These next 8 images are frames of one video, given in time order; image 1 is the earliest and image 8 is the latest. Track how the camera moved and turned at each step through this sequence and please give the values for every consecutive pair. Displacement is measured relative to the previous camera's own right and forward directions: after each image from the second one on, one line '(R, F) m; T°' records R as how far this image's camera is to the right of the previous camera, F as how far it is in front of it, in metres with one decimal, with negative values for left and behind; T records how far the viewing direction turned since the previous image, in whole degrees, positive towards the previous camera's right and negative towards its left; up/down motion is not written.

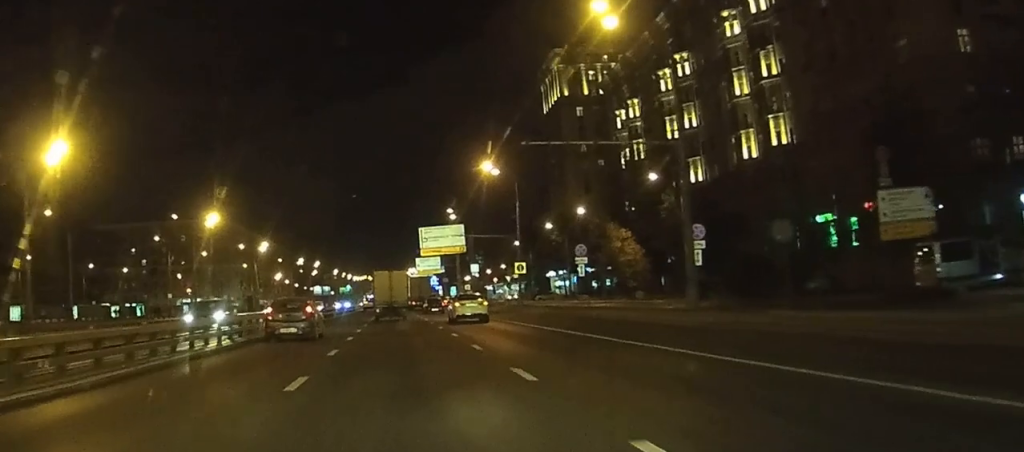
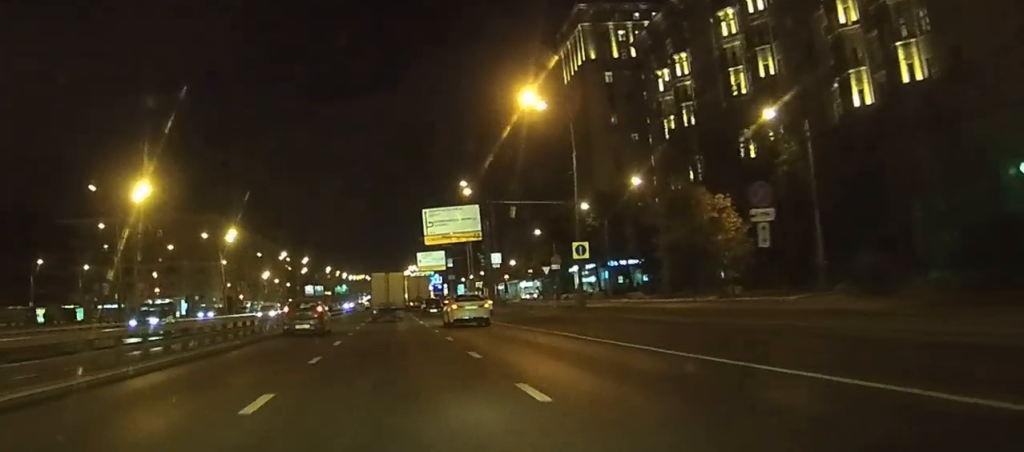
(0.0, +26.1) m; 0°
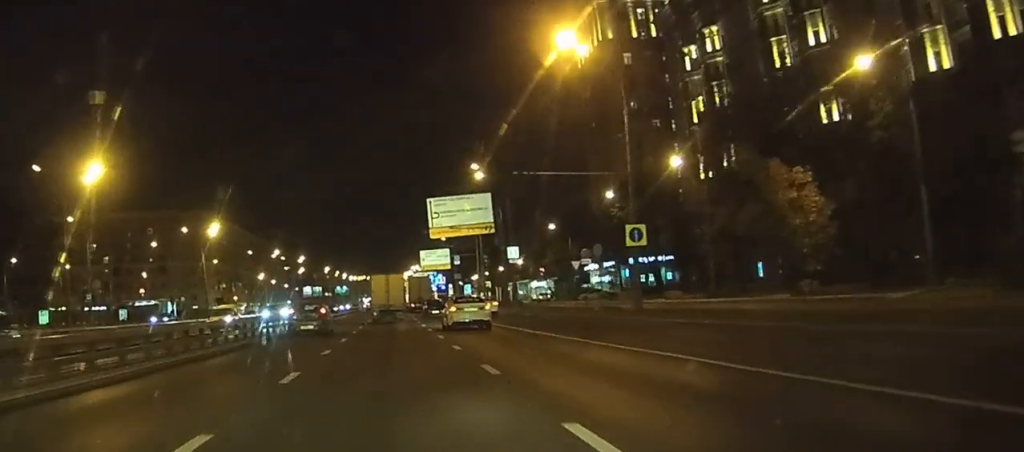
(0.0, +11.8) m; 0°
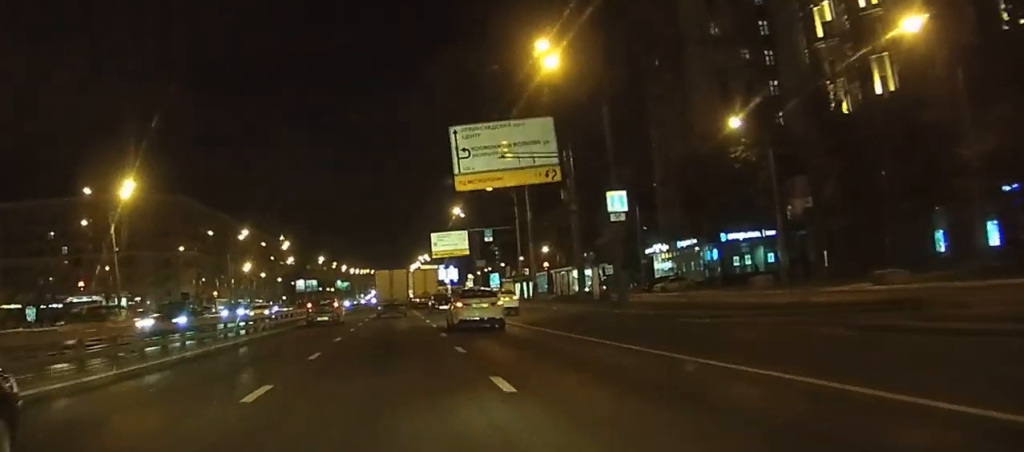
(0.0, +34.7) m; 0°
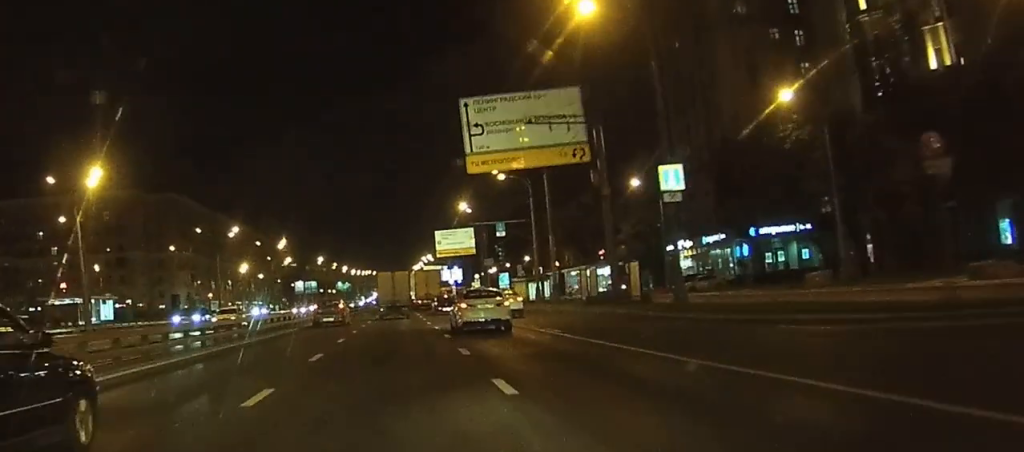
(0.0, +8.0) m; 0°
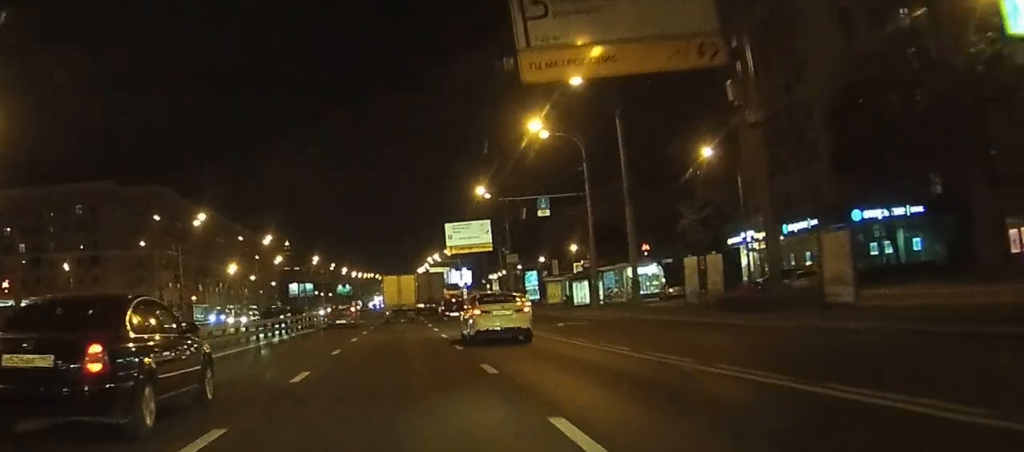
(0.0, +19.7) m; 0°
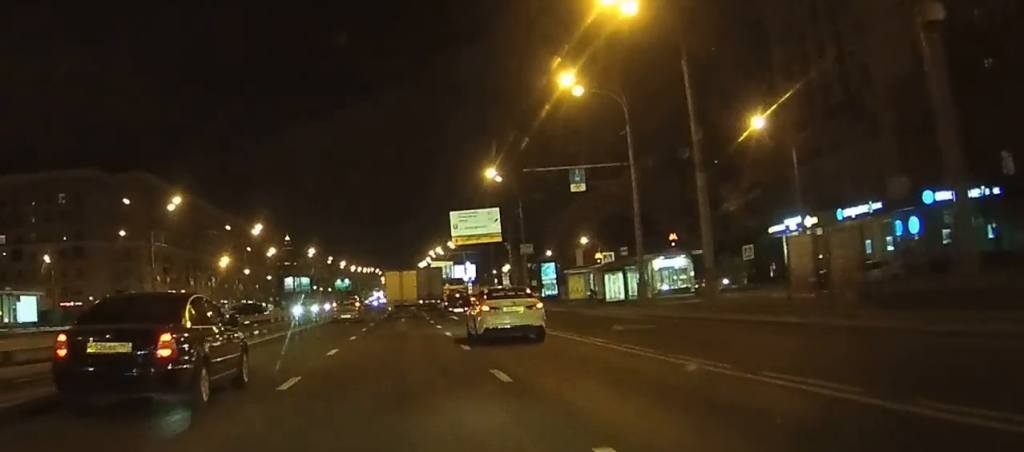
(0.0, +9.8) m; 0°
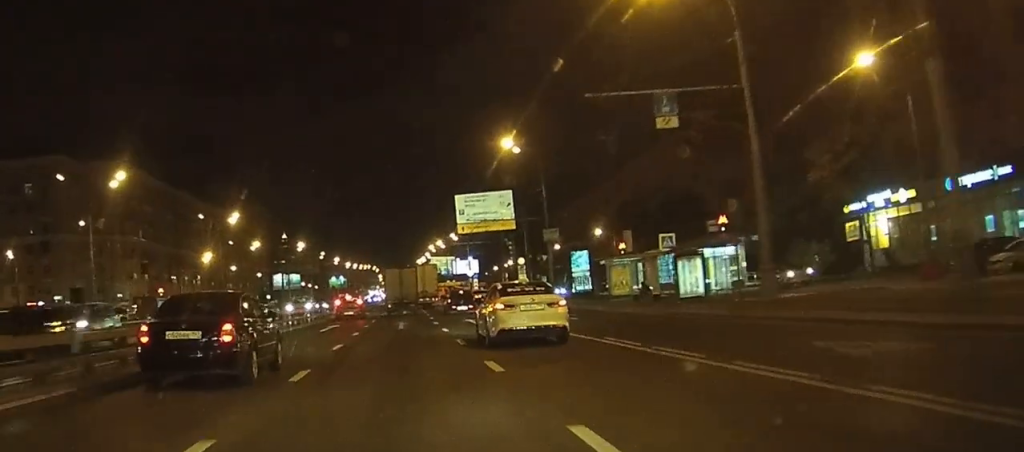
(0.0, +14.6) m; 0°
